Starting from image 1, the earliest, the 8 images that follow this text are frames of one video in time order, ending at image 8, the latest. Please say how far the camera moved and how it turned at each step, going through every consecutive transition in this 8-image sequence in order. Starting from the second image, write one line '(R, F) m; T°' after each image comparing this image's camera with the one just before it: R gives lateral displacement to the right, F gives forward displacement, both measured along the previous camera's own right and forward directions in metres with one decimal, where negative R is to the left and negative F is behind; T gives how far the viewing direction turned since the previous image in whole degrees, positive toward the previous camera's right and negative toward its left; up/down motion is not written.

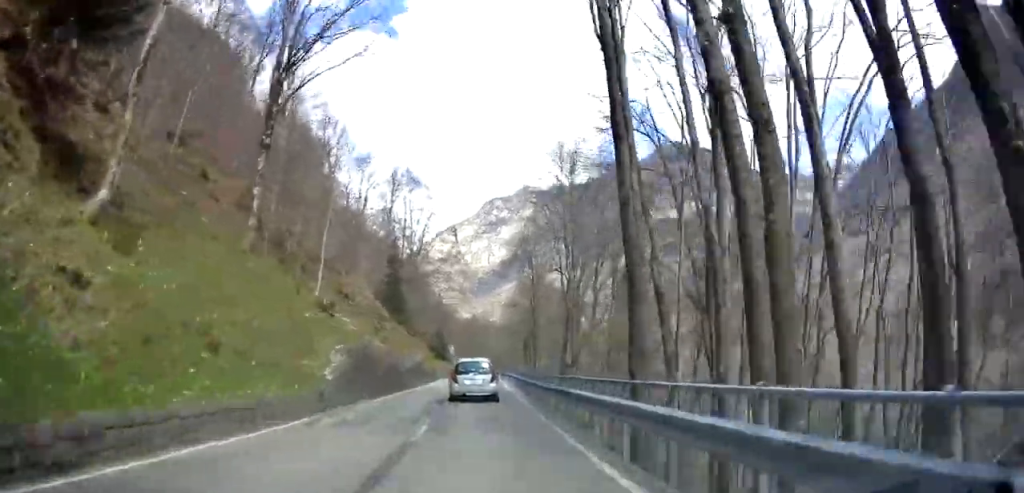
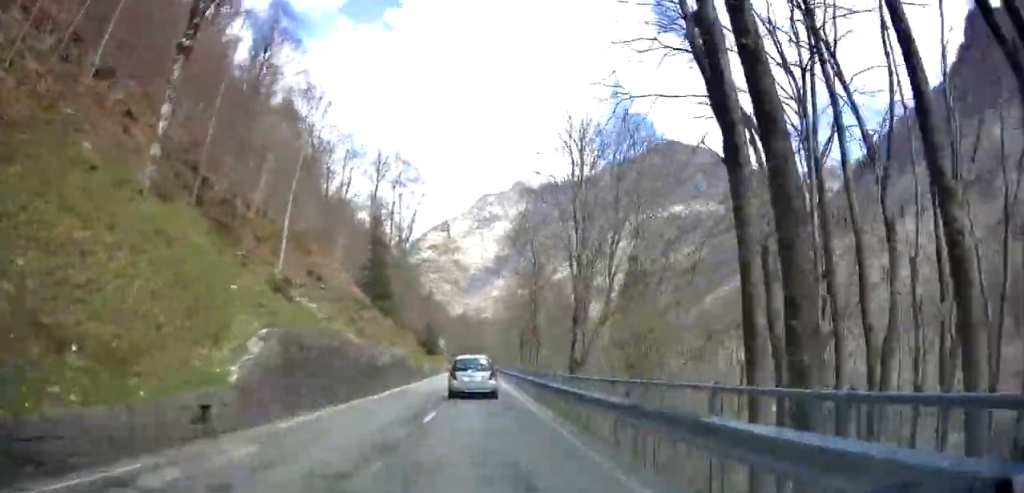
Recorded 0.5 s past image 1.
(-0.2, +7.6) m; -1°
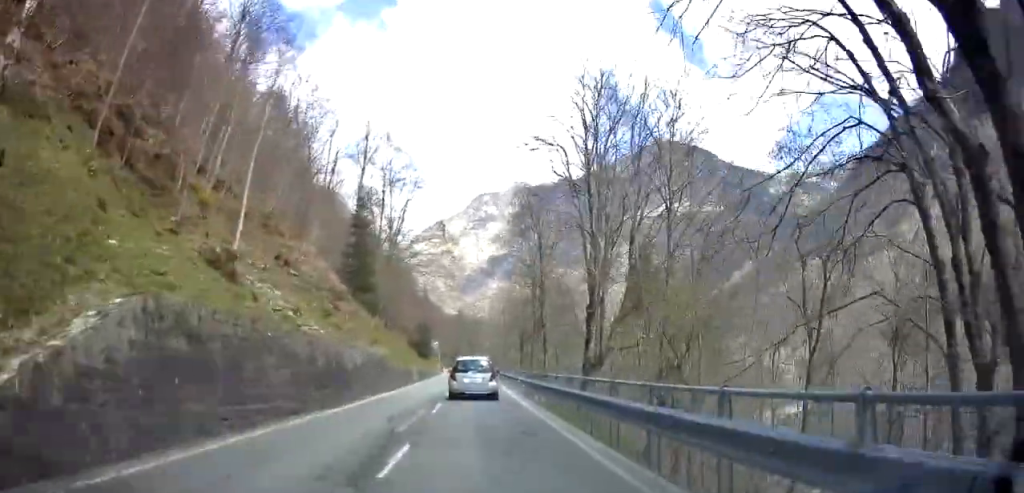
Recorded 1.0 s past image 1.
(-0.1, +6.2) m; 0°
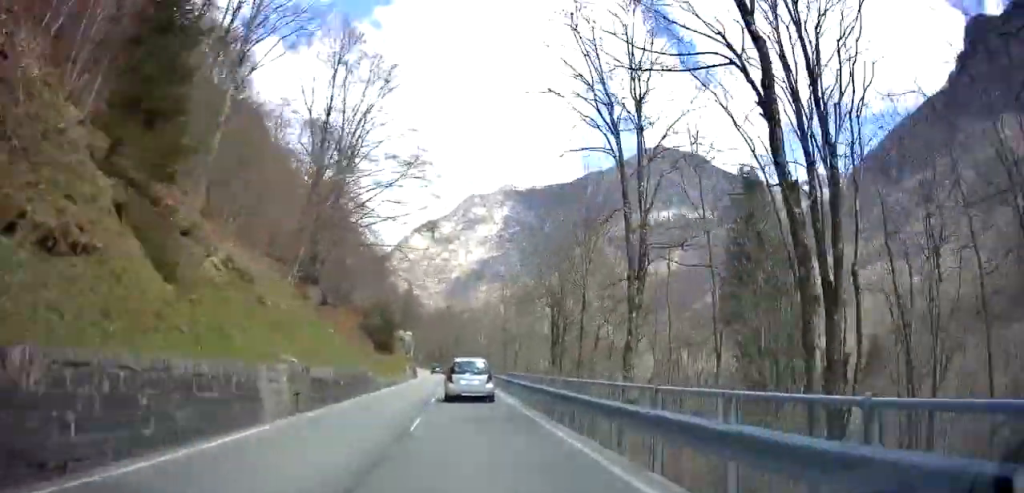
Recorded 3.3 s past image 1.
(+1.5, +32.1) m; +5°
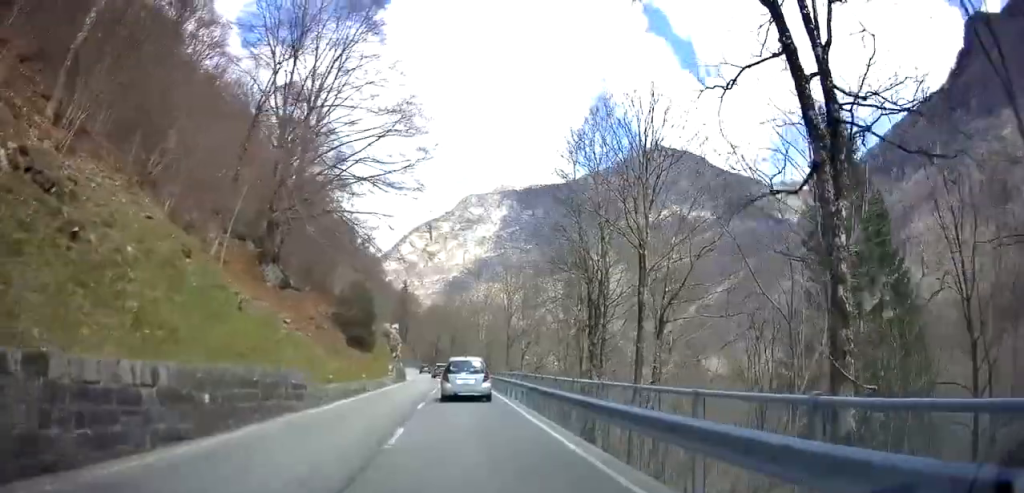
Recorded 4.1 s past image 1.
(+0.1, +11.8) m; 0°
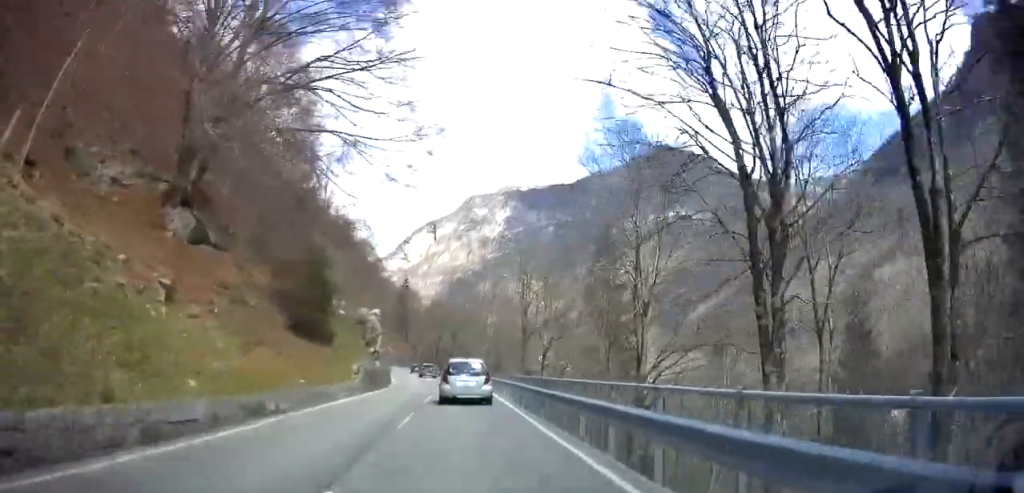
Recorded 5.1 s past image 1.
(-0.2, +15.0) m; -1°
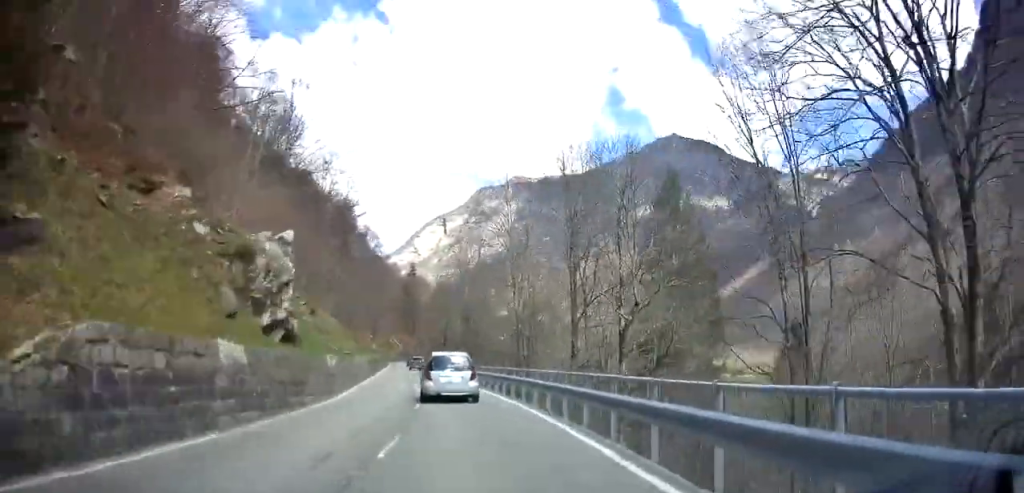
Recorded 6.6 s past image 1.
(-0.3, +21.9) m; -1°
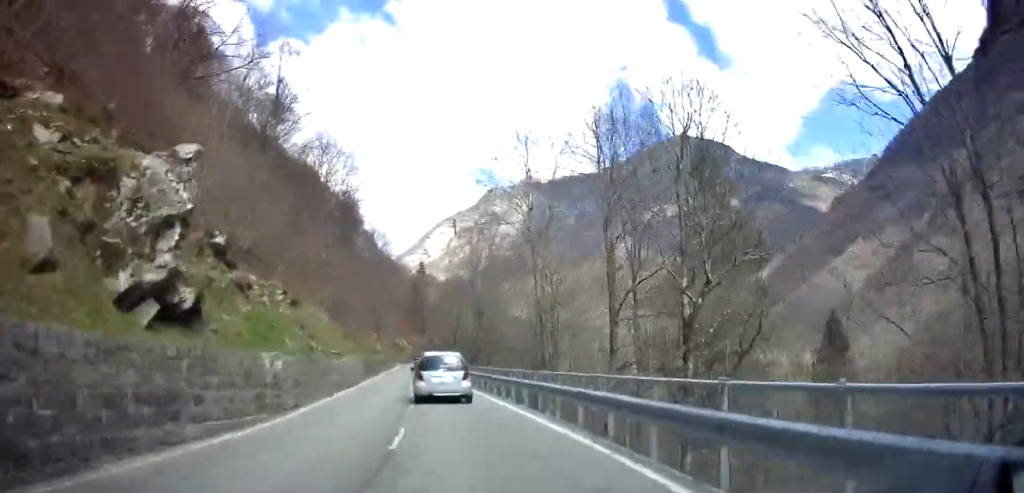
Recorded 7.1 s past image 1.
(0.0, +8.0) m; -1°
